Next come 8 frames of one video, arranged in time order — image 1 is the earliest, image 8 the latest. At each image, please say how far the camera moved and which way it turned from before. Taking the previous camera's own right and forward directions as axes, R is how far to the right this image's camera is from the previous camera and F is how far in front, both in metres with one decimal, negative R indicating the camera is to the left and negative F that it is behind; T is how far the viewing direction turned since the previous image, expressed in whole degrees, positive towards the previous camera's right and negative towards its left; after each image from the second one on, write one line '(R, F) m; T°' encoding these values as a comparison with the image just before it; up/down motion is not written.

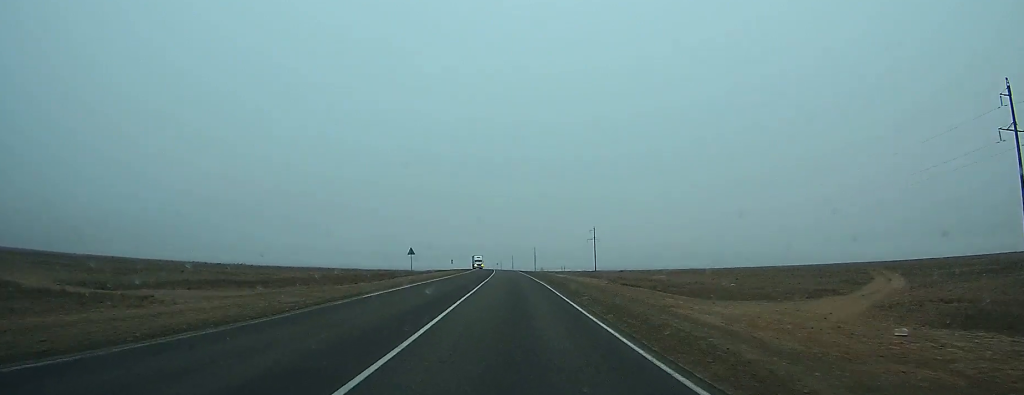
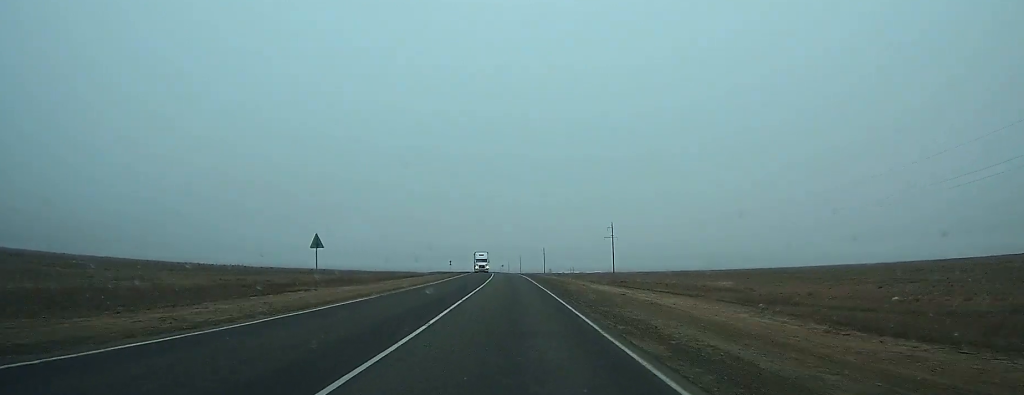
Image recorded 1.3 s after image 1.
(-0.2, +29.9) m; -1°
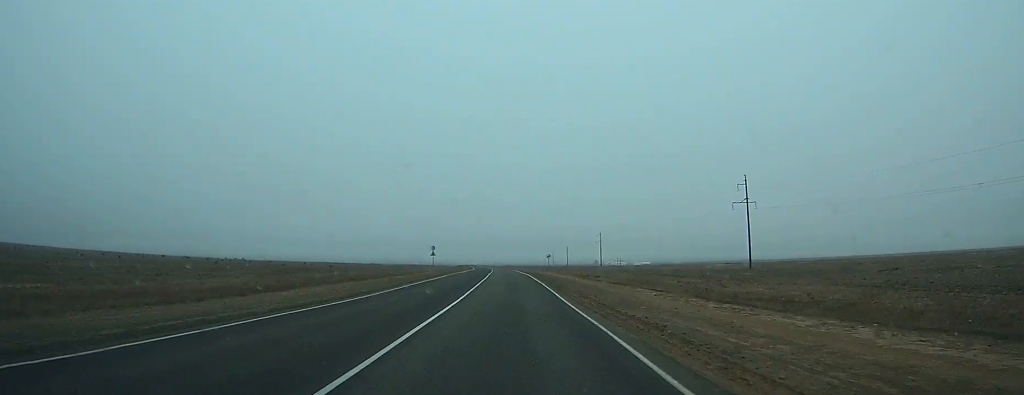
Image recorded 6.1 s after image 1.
(-3.4, +112.5) m; -4°
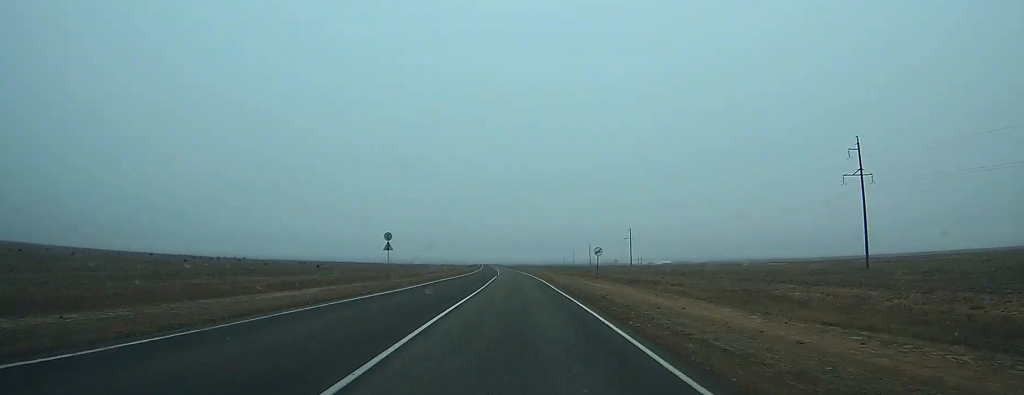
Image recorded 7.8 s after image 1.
(-0.7, +43.5) m; -2°
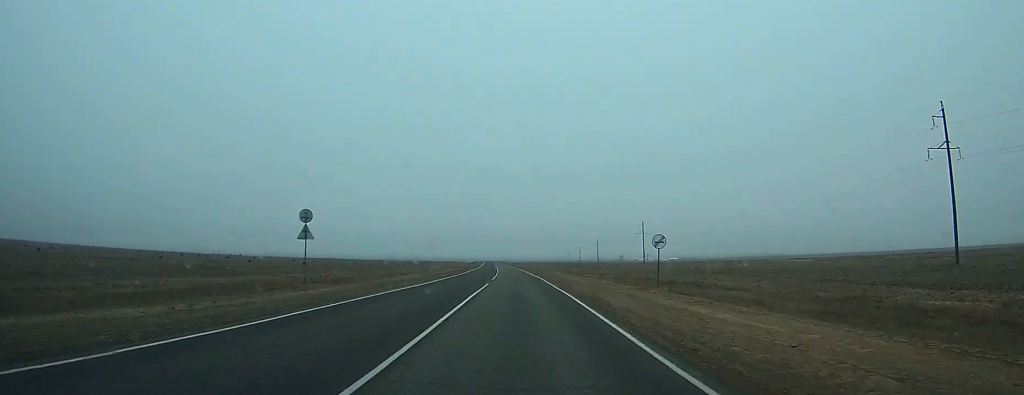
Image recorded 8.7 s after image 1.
(-0.3, +21.2) m; -1°
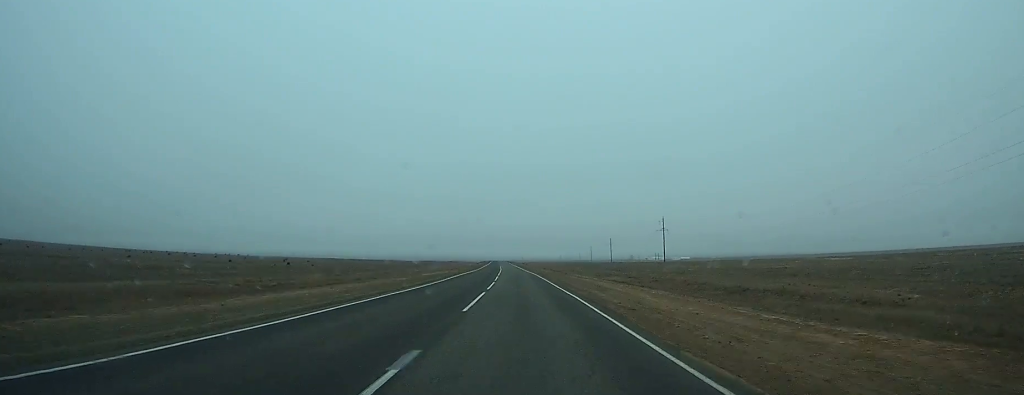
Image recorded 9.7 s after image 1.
(-0.1, +24.4) m; -1°
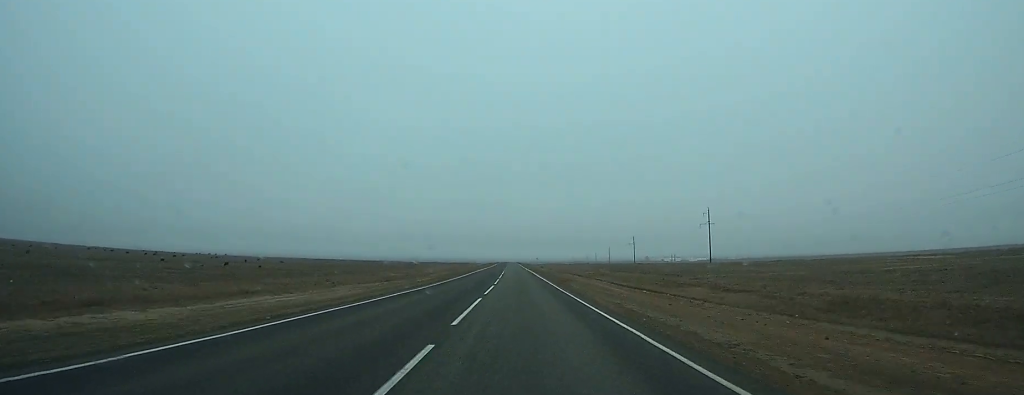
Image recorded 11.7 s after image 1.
(-0.4, +48.9) m; -1°
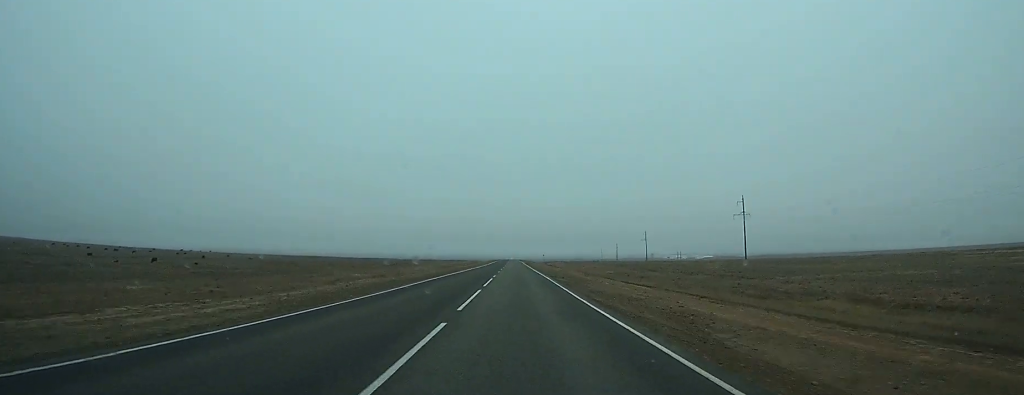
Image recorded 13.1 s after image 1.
(-0.1, +31.4) m; 0°
